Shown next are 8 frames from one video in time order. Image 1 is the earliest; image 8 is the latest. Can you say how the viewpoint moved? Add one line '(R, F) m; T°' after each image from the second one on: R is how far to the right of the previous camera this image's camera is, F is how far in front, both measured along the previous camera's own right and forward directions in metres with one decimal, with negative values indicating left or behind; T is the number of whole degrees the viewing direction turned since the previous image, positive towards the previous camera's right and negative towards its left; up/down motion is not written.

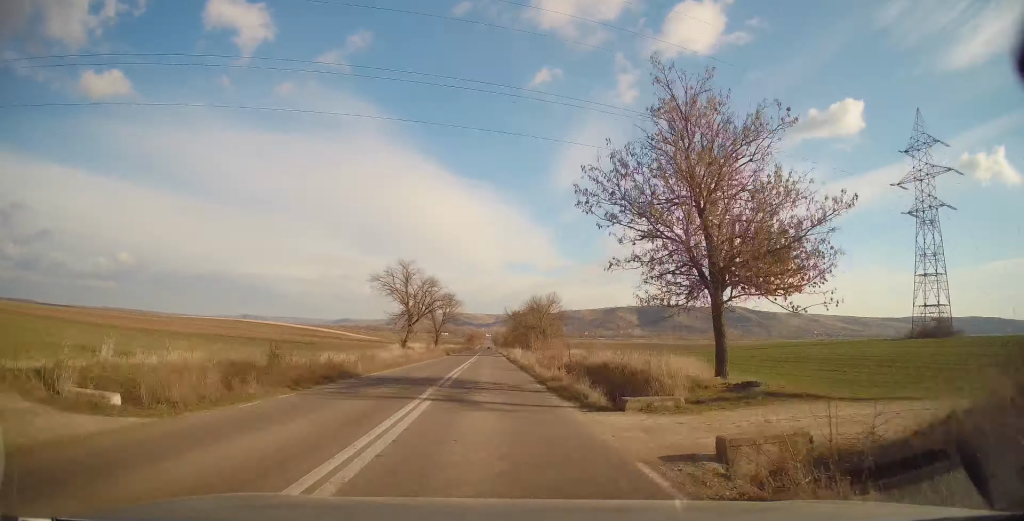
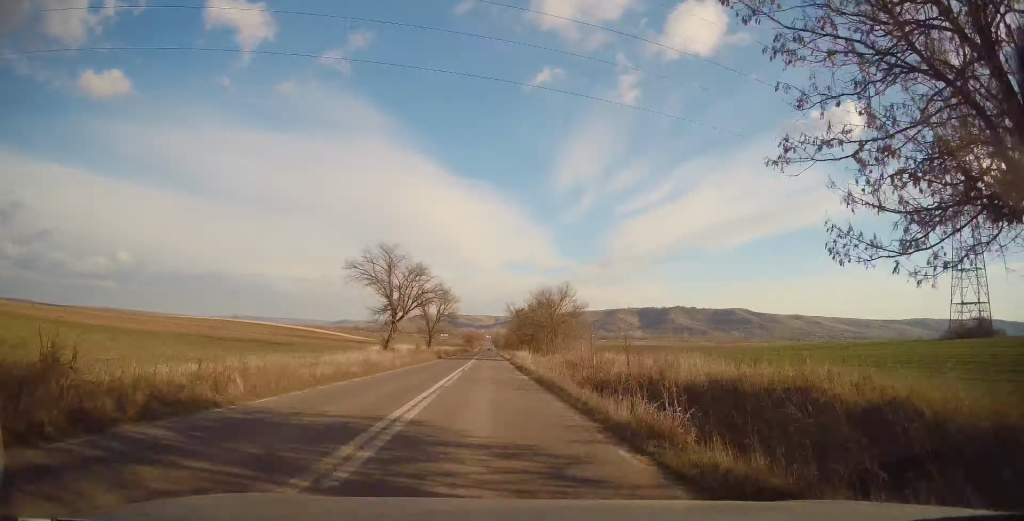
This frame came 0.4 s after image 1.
(0.0, +11.5) m; 0°
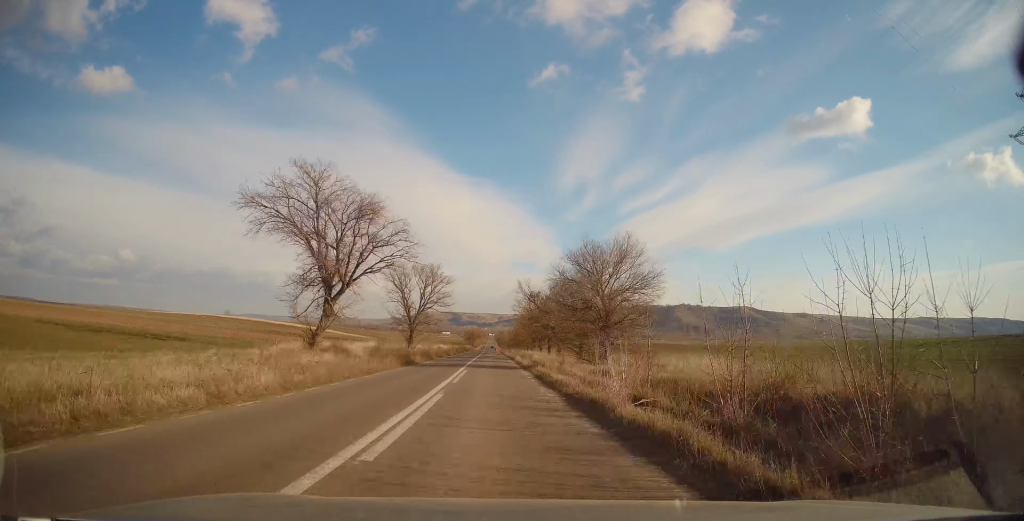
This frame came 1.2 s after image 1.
(0.0, +22.6) m; -1°
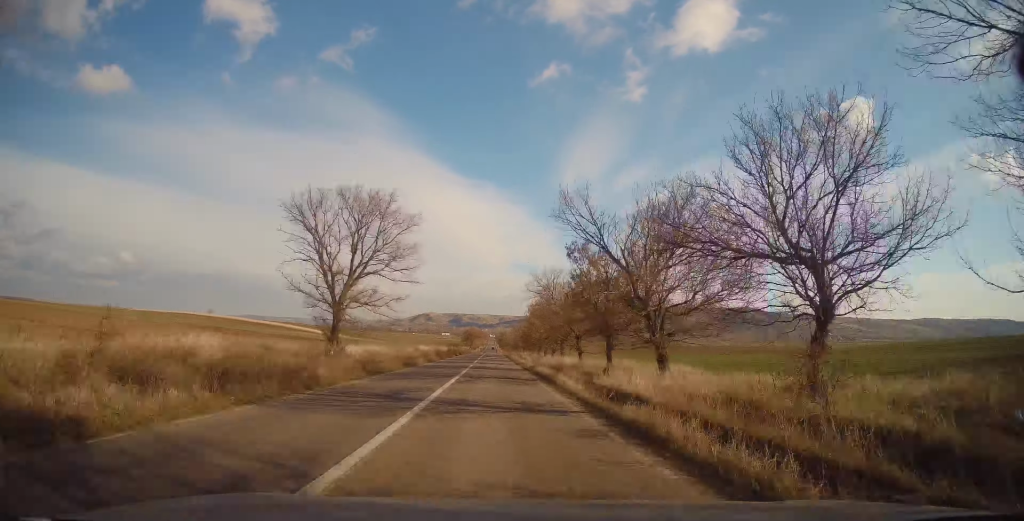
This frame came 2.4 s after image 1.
(-0.4, +30.6) m; 0°
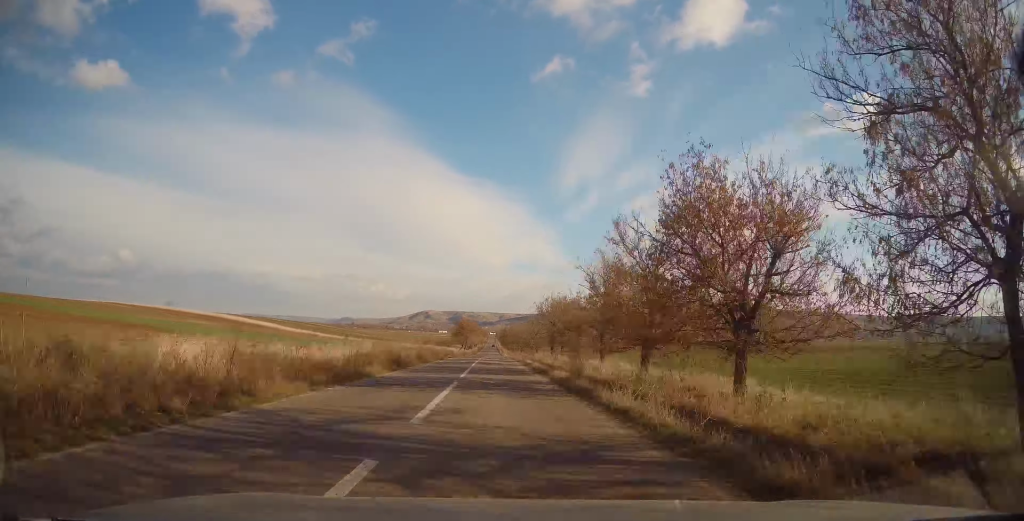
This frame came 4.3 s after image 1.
(0.0, +55.0) m; 0°
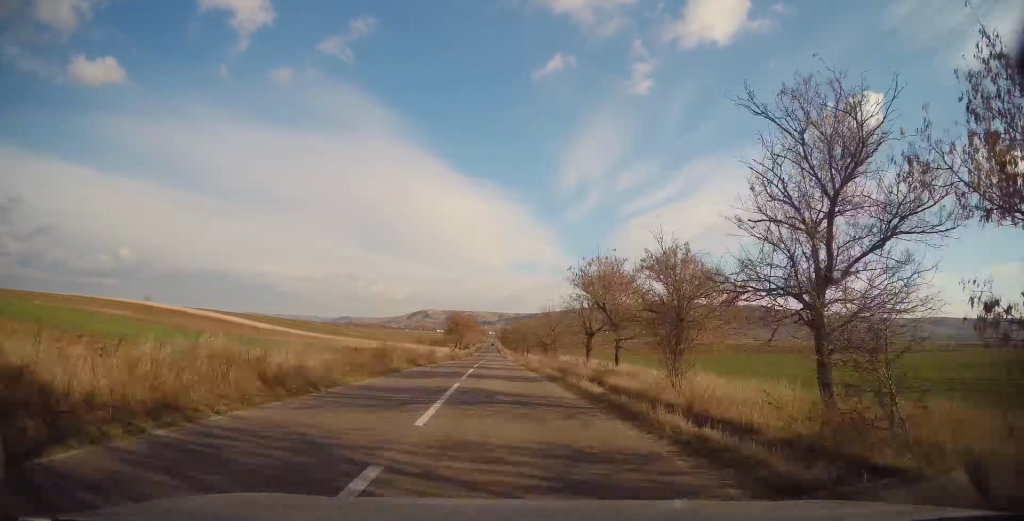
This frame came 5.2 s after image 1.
(+0.4, +24.8) m; +1°
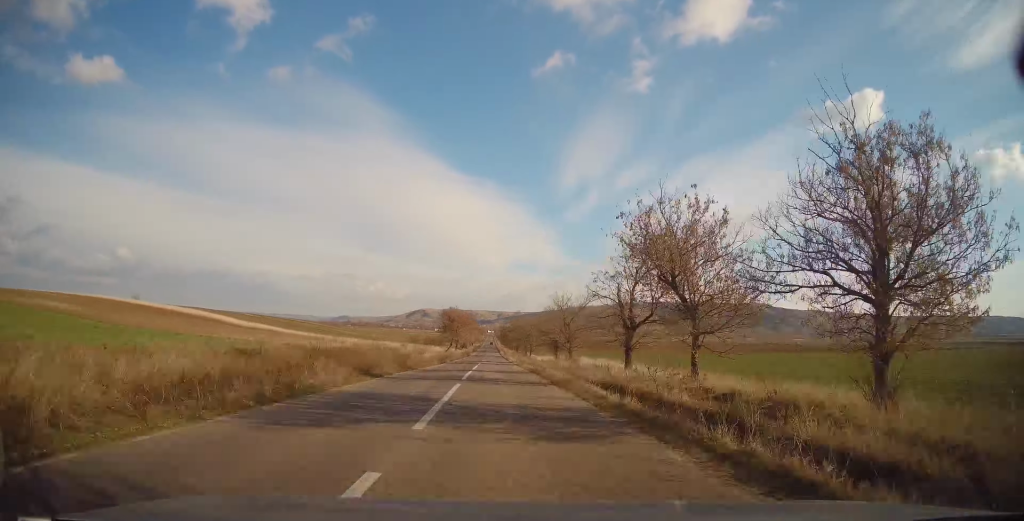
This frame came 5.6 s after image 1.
(0.0, +11.6) m; 0°
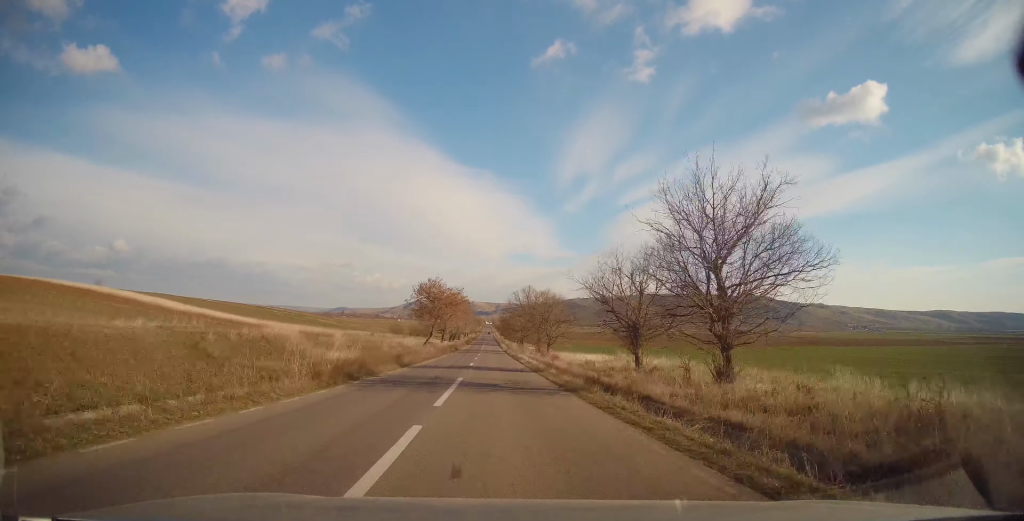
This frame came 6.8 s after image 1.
(0.0, +33.3) m; -1°
